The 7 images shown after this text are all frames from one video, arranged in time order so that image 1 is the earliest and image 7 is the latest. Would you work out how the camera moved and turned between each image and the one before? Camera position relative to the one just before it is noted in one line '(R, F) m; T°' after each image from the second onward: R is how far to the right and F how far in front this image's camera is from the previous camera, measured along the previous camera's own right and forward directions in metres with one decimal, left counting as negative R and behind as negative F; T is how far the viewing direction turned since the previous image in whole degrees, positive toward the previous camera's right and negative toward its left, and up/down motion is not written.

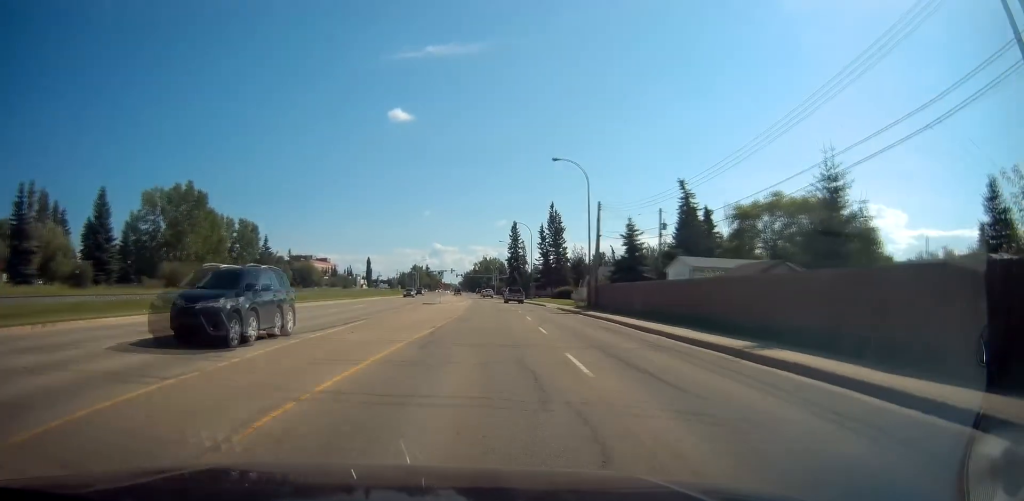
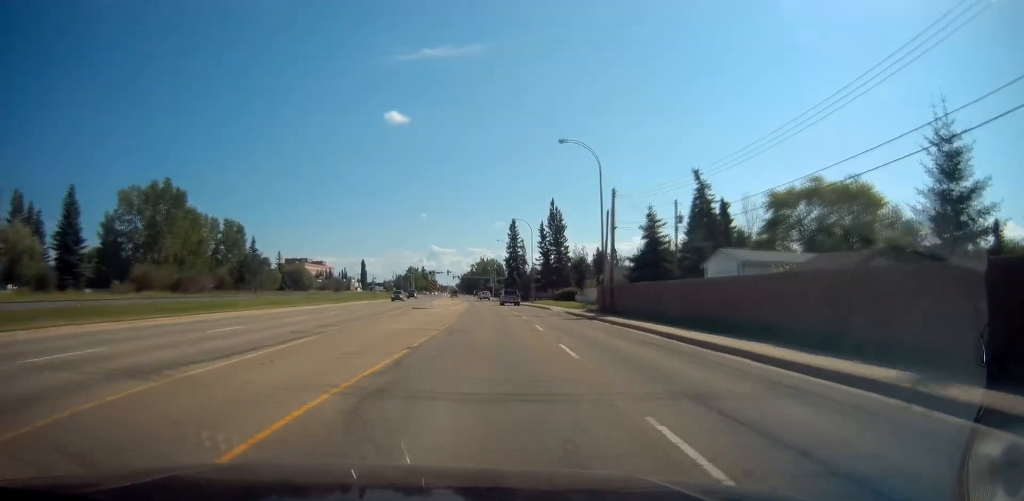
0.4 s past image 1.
(0.0, +6.3) m; 0°
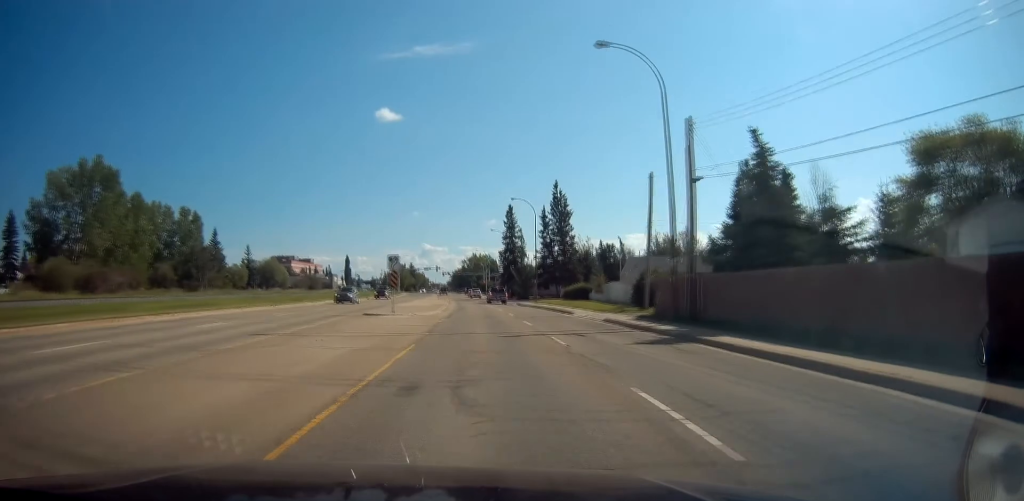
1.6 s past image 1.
(0.0, +16.7) m; 0°
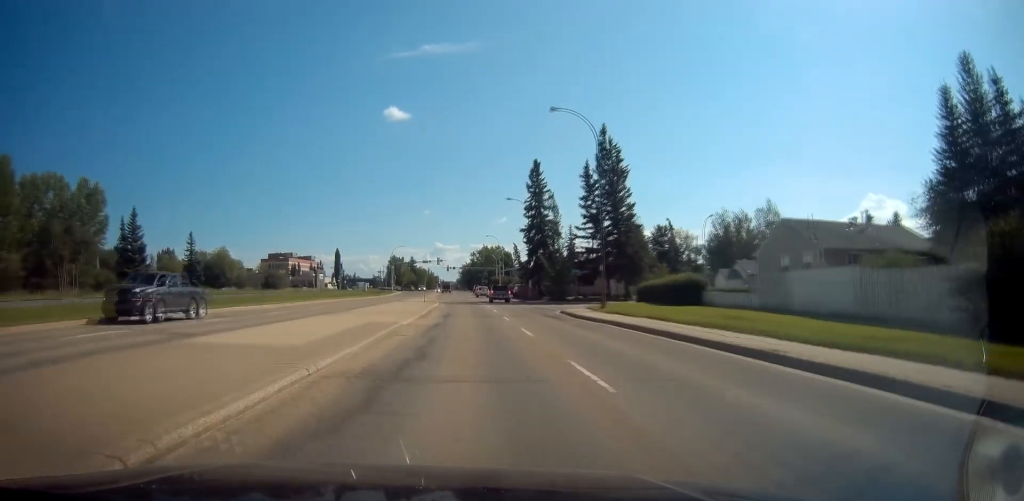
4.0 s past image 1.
(+1.0, +33.4) m; +1°
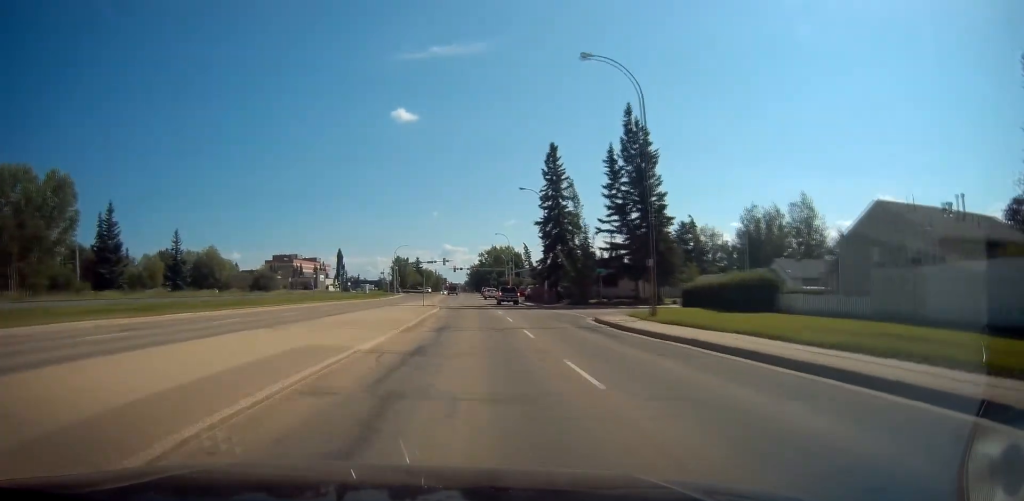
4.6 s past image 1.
(-0.1, +8.7) m; -3°
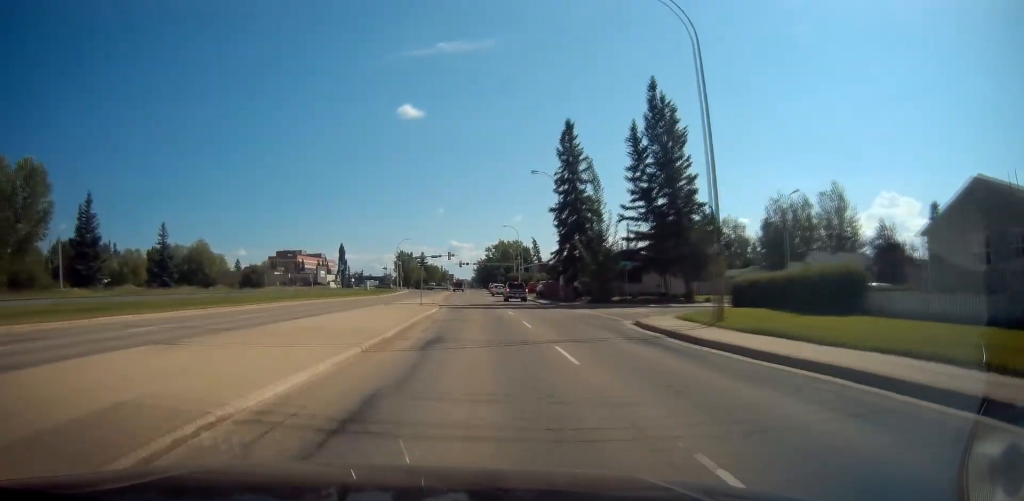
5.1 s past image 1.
(-0.2, +6.7) m; 0°
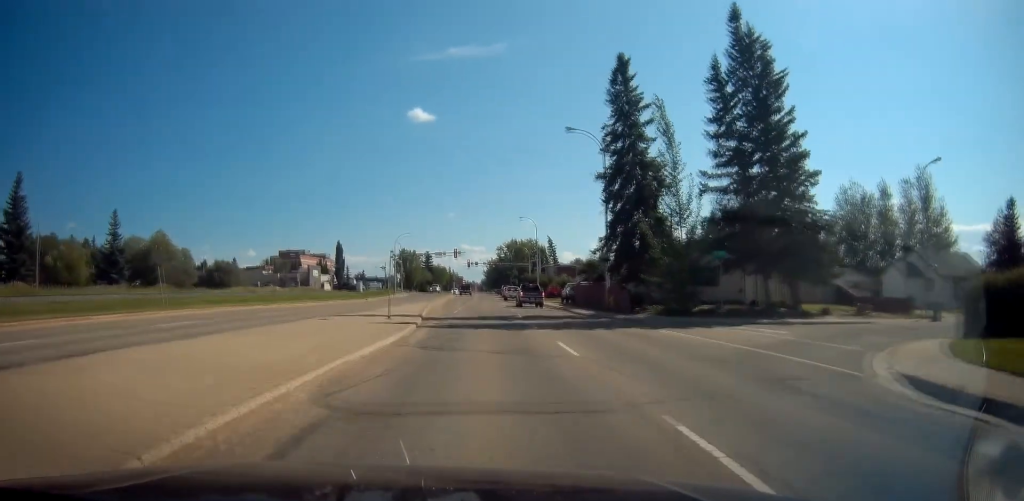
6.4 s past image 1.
(+0.1, +16.8) m; 0°
